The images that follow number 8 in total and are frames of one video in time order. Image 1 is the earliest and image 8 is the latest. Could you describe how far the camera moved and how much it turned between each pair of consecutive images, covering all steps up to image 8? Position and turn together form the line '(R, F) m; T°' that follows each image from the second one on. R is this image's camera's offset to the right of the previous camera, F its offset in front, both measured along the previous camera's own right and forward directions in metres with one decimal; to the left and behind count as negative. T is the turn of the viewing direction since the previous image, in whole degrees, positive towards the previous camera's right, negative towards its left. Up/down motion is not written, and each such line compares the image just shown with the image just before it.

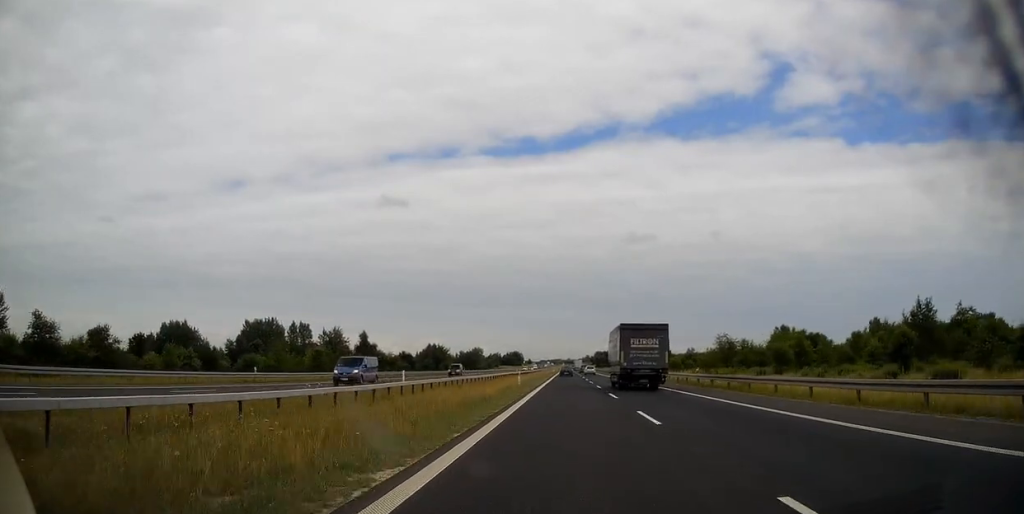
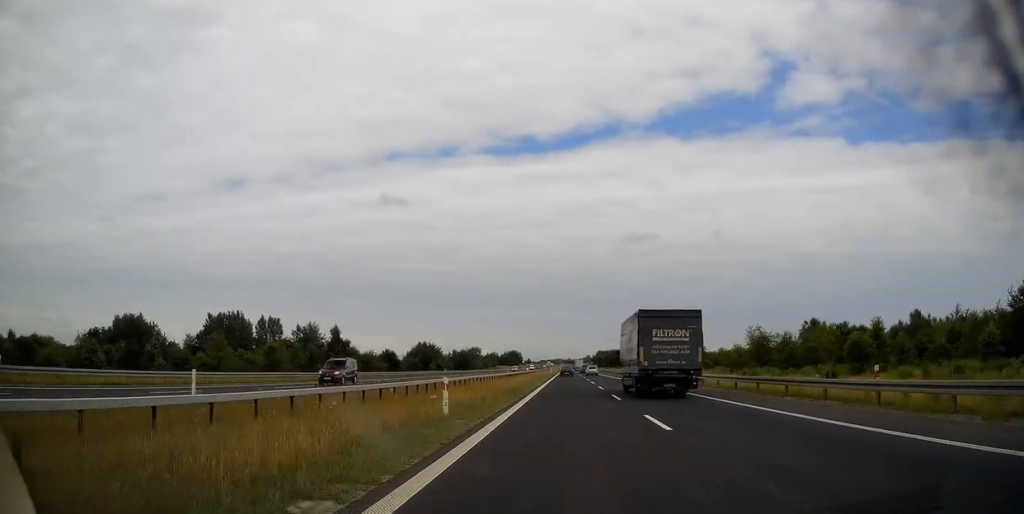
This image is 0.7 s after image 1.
(+0.1, +25.3) m; 0°
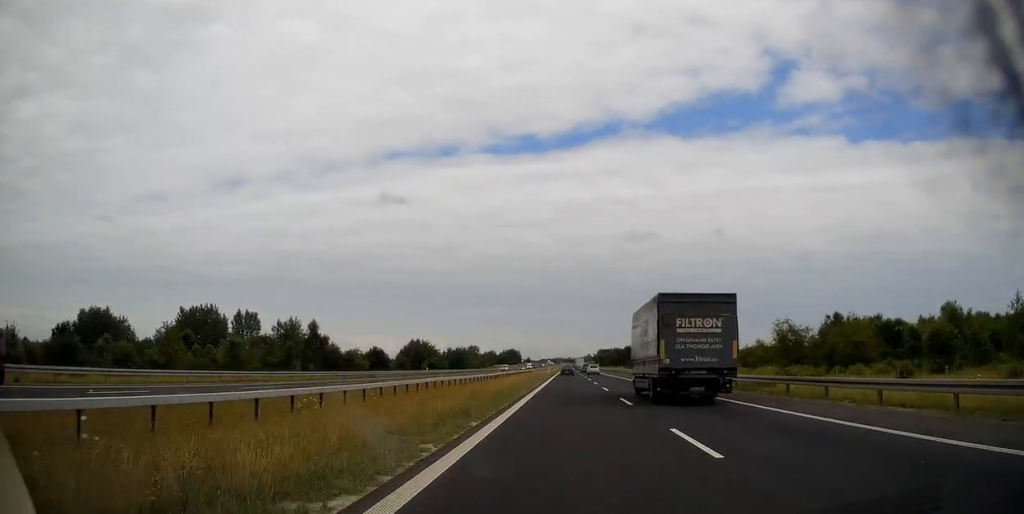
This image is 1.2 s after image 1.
(0.0, +16.1) m; 0°
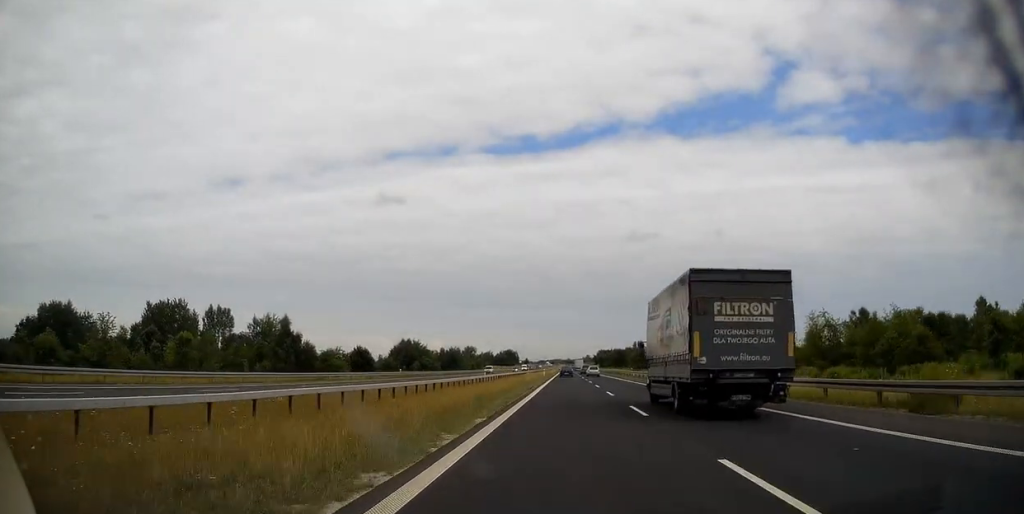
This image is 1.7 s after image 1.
(0.0, +16.1) m; 0°
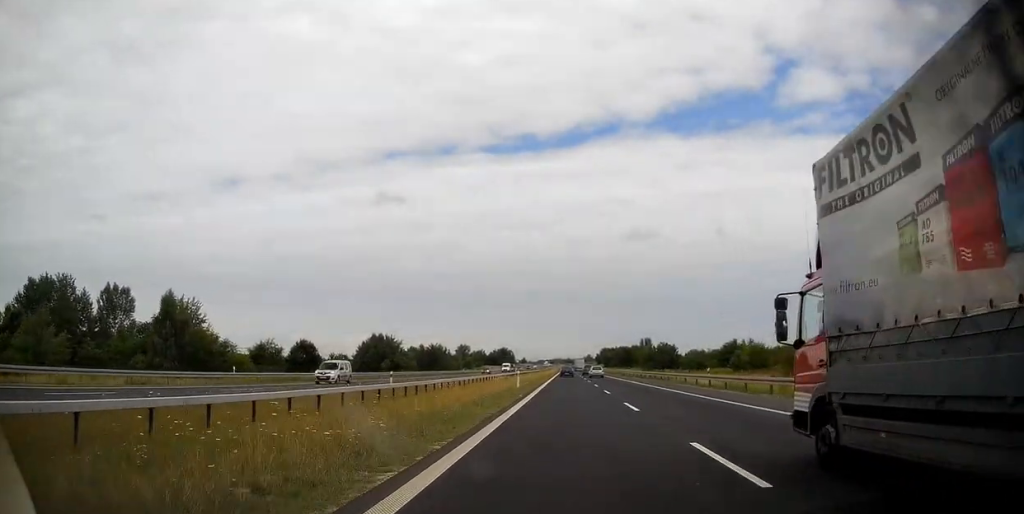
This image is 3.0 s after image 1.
(0.0, +46.1) m; 0°
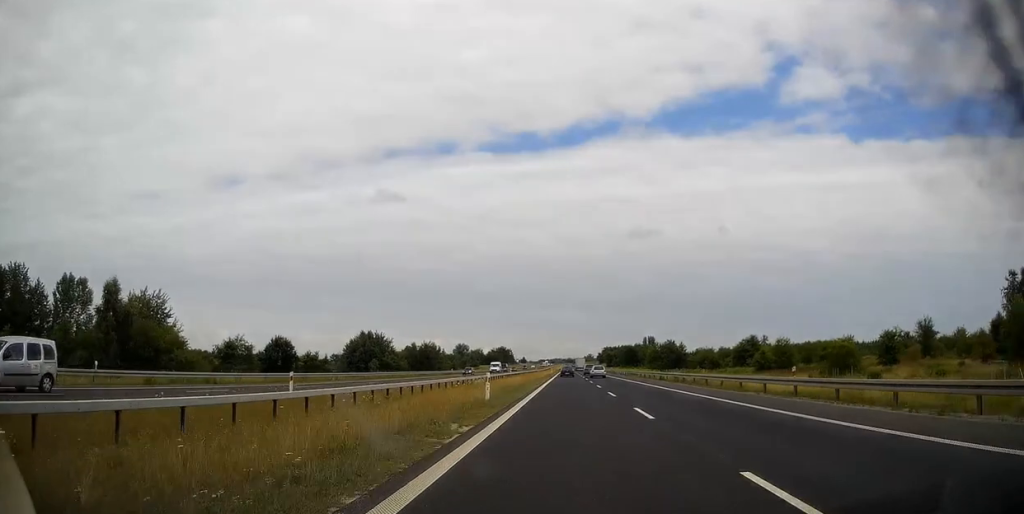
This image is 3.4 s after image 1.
(-0.1, +14.9) m; 0°
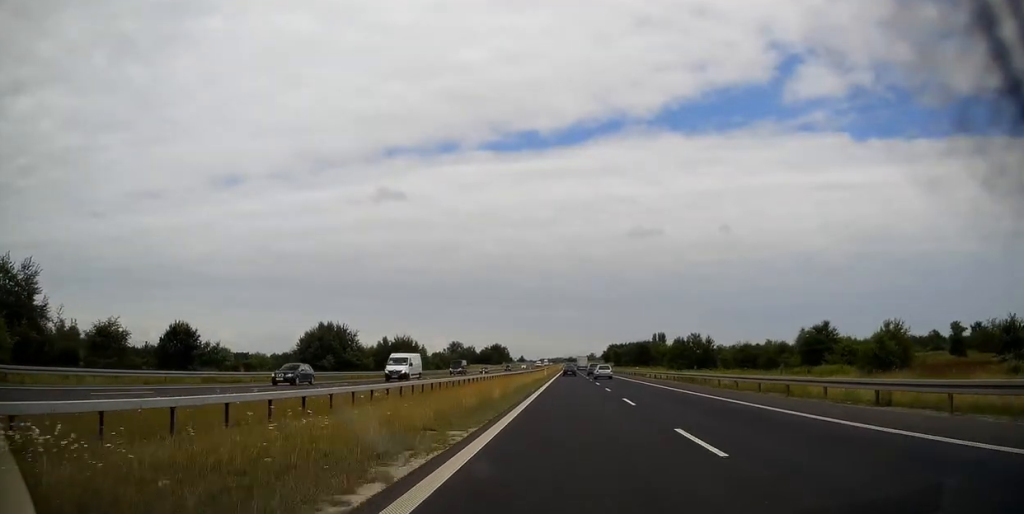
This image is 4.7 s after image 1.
(+0.1, +42.6) m; 0°
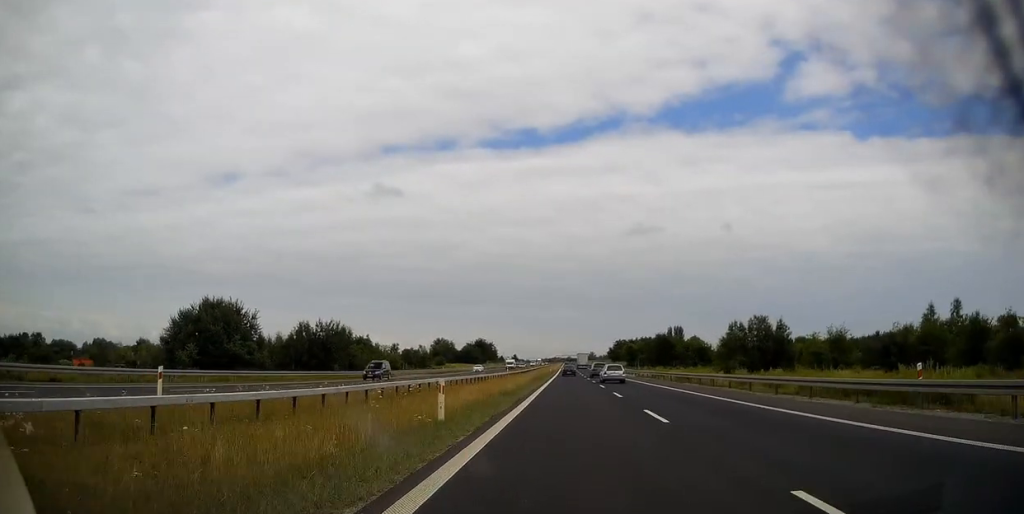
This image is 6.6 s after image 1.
(-0.1, +66.7) m; 0°
